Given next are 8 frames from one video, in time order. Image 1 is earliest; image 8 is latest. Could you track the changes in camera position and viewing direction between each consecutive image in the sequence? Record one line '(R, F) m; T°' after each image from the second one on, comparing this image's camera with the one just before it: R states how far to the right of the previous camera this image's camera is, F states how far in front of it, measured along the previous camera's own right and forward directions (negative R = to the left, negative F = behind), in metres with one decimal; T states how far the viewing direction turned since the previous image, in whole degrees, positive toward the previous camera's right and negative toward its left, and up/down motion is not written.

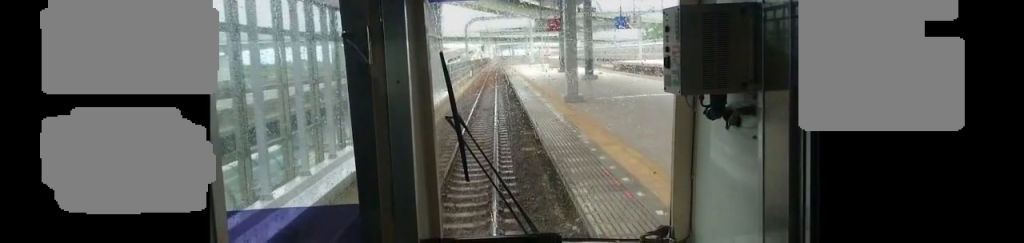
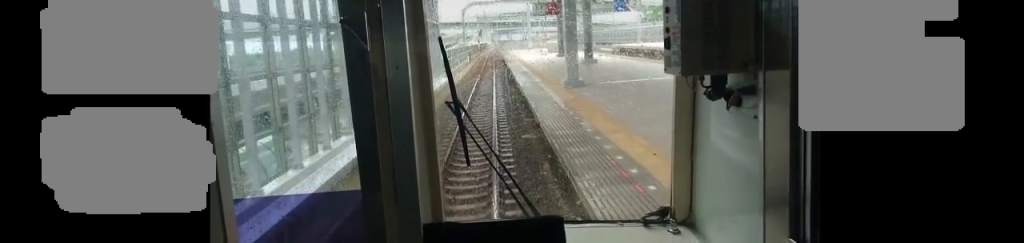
(-0.2, +37.2) m; 0°
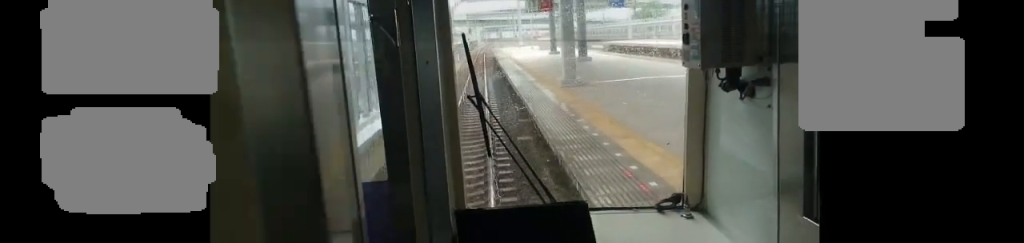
(-0.1, +17.3) m; 0°
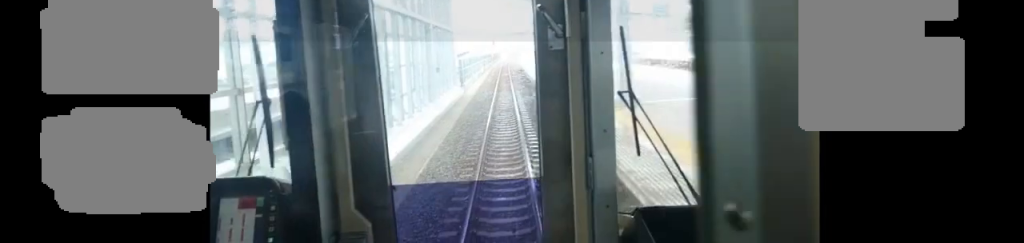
(-0.1, +27.3) m; -1°
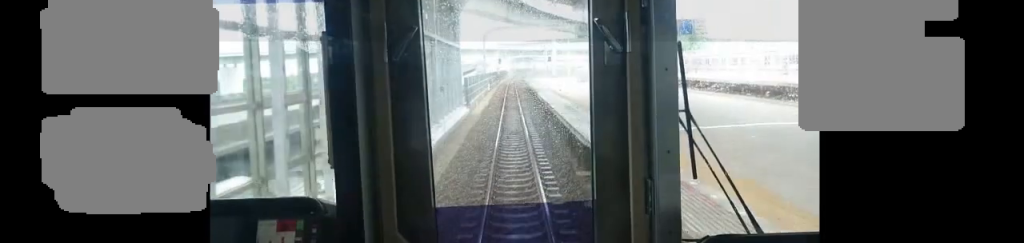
(-0.2, +15.4) m; -1°
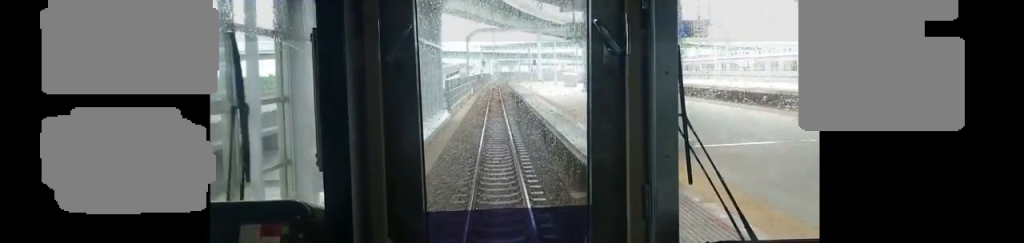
(-0.1, +13.6) m; -1°
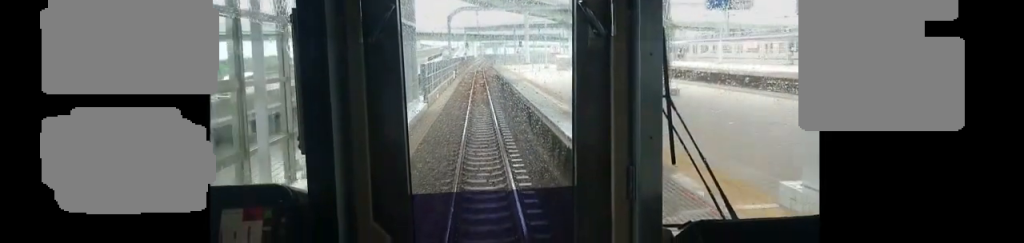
(-0.3, +28.7) m; -1°
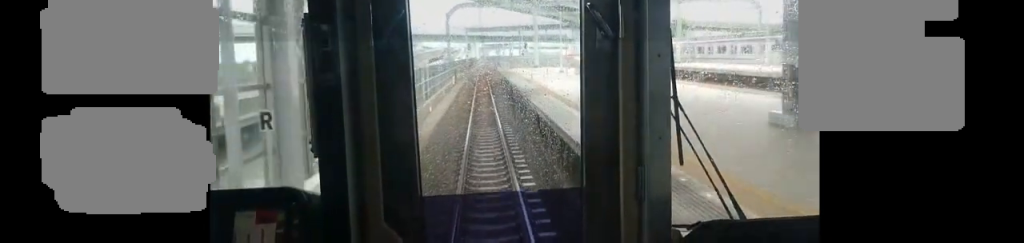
(-0.6, +32.0) m; -1°
